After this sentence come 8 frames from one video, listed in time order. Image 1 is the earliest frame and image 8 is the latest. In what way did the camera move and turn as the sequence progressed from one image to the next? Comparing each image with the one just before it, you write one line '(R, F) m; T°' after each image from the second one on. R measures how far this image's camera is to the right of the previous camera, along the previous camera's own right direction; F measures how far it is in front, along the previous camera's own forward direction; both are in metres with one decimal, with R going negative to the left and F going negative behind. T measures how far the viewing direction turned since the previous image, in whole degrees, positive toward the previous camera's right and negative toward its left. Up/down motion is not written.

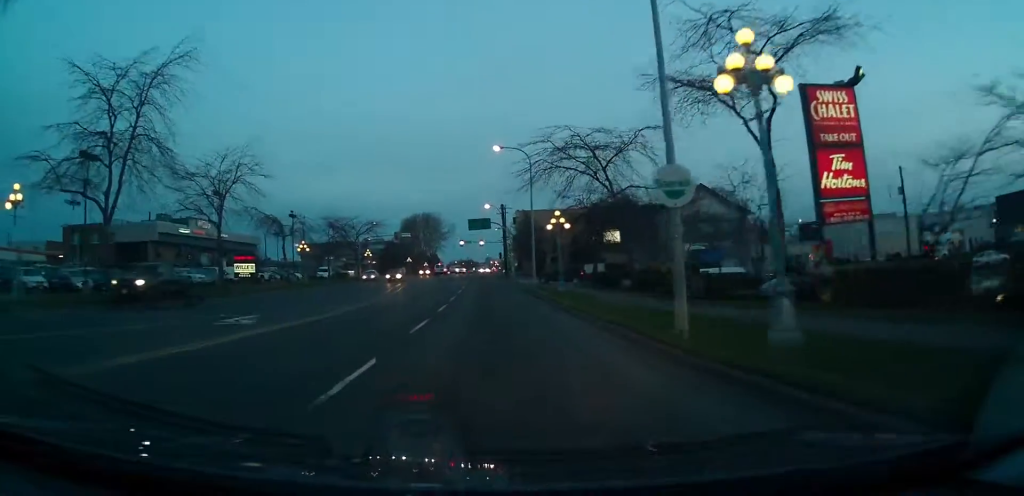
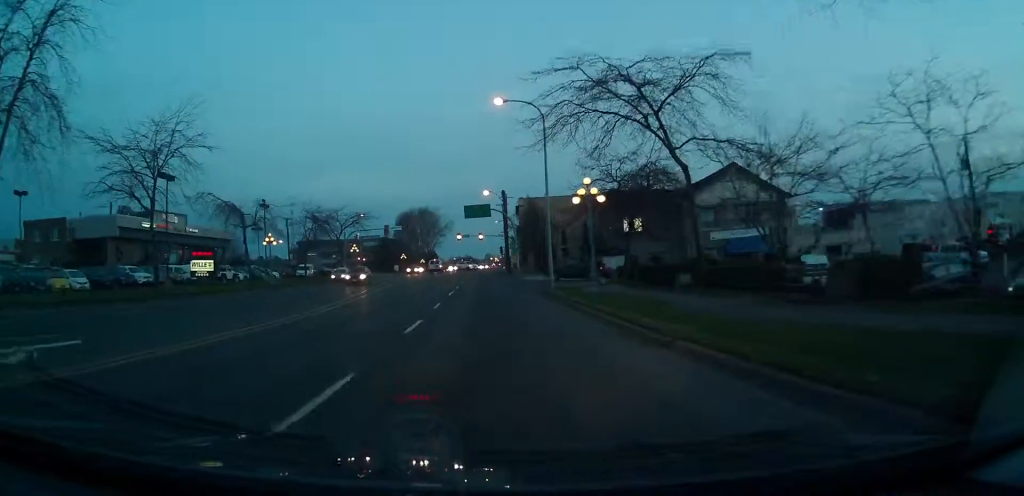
(+0.1, +10.2) m; +1°
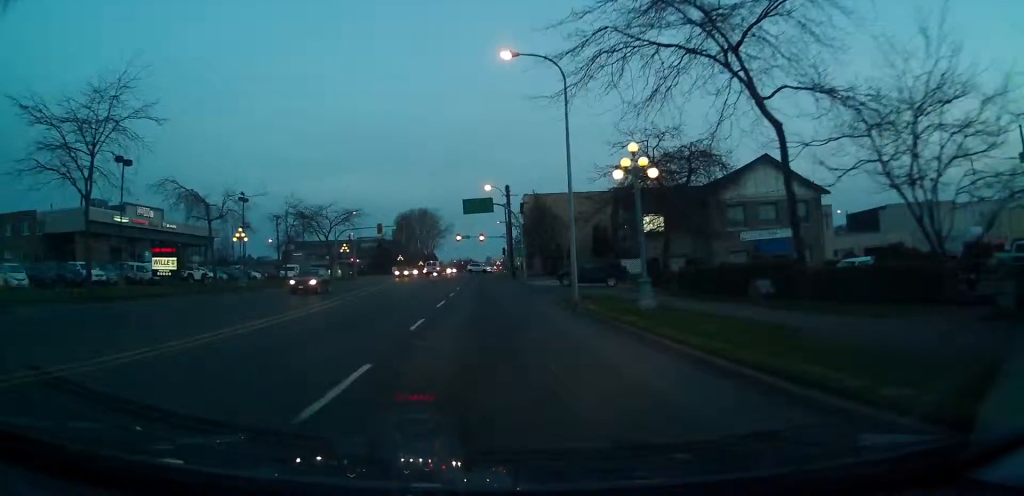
(0.0, +7.2) m; 0°
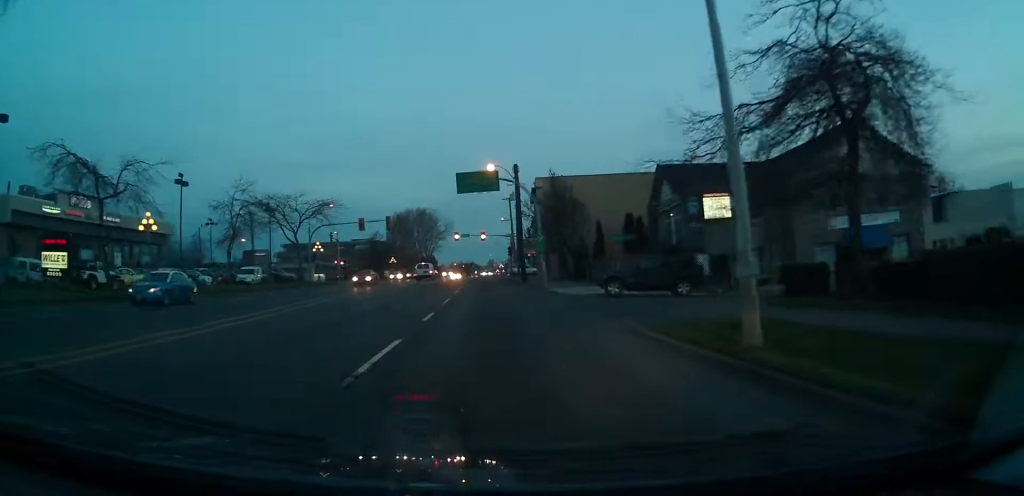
(0.0, +14.7) m; -1°
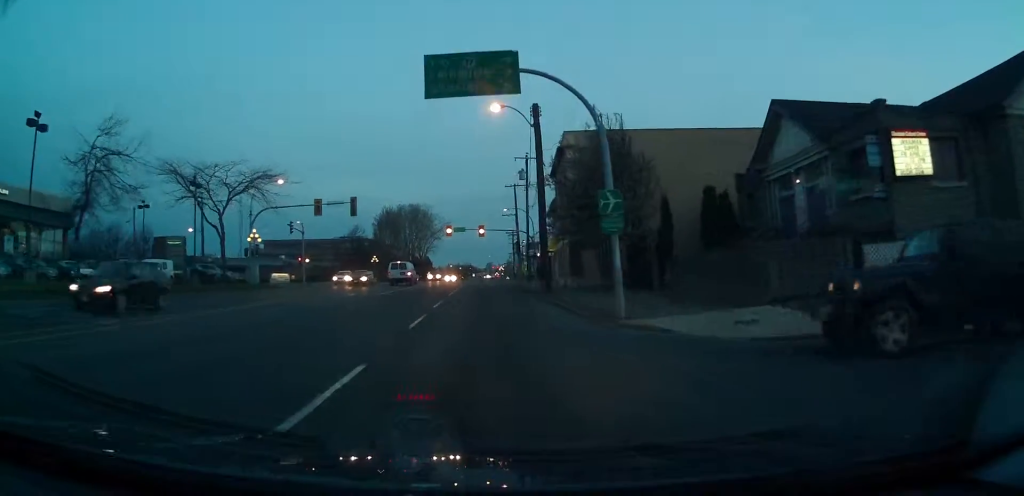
(-0.1, +19.7) m; 0°
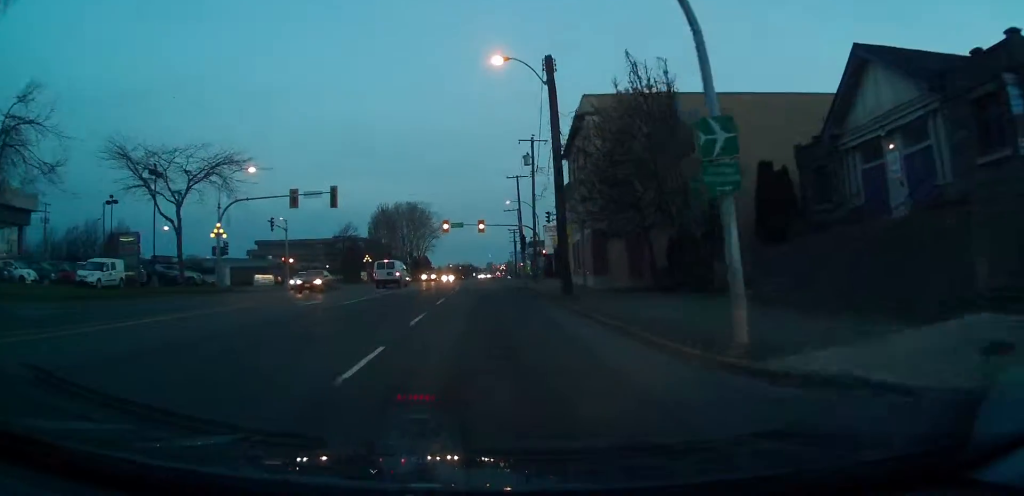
(0.0, +7.4) m; 0°
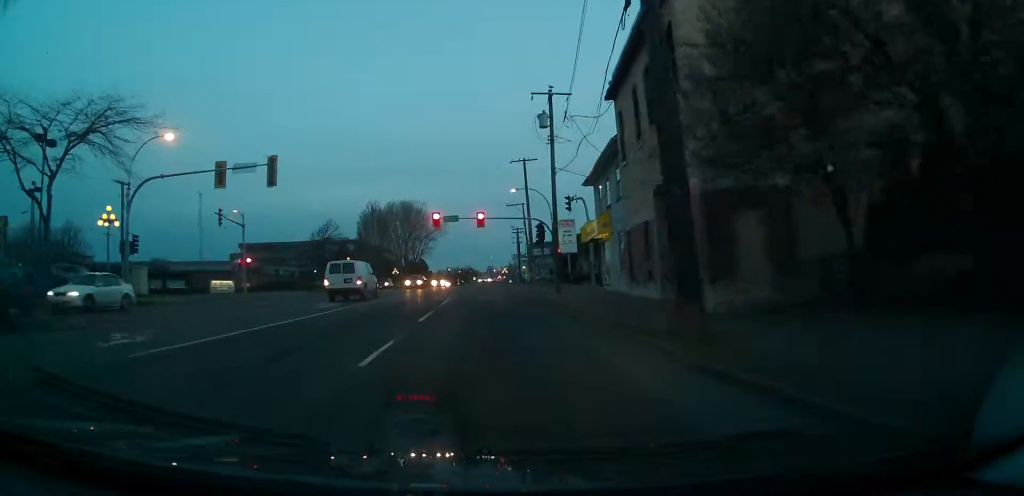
(+0.1, +14.3) m; +1°
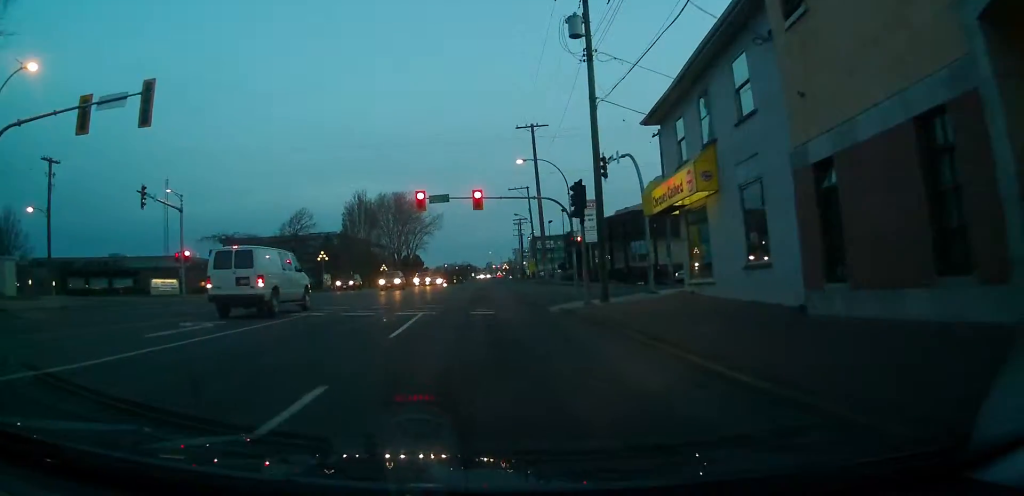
(+0.1, +14.0) m; -1°
